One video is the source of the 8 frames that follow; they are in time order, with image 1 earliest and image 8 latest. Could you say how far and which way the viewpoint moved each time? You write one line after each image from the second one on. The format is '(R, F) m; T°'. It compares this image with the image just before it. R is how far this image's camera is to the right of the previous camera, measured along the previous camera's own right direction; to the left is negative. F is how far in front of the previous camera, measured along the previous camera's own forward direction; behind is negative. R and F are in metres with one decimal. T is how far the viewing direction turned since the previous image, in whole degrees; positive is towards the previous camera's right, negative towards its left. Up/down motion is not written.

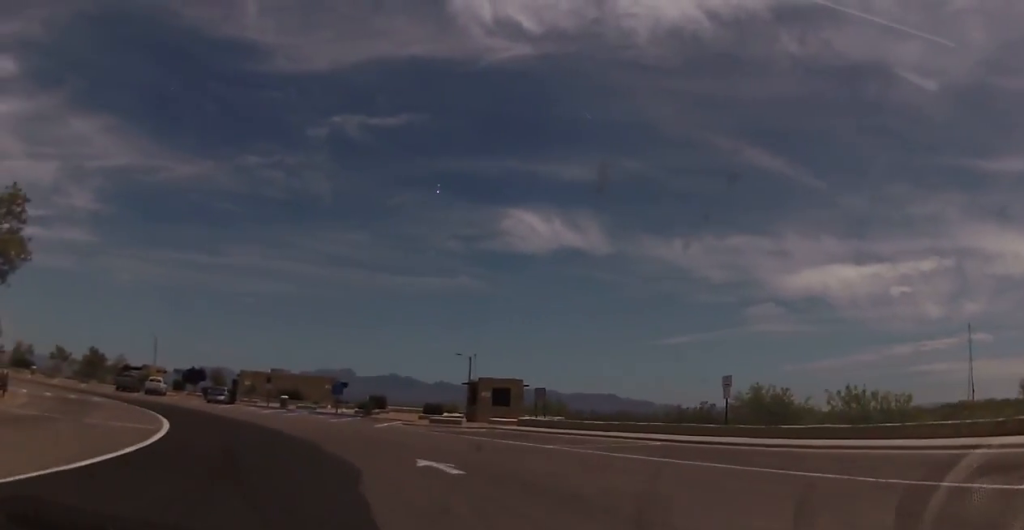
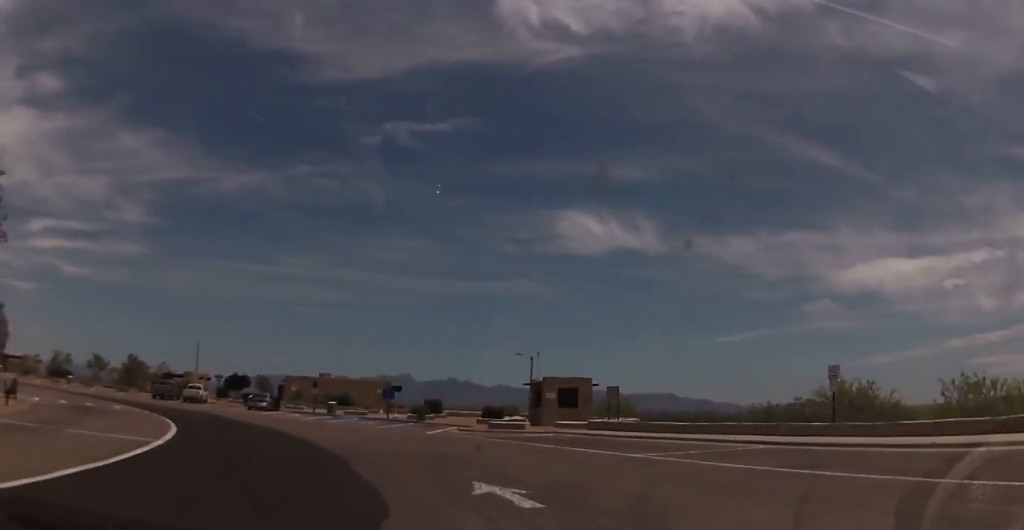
(-0.3, +3.9) m; -5°
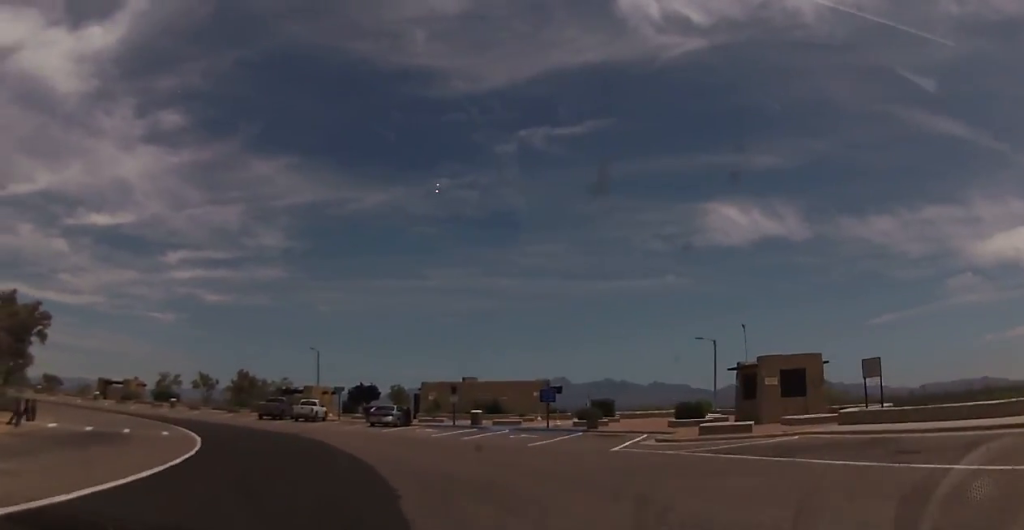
(-0.9, +10.6) m; -12°
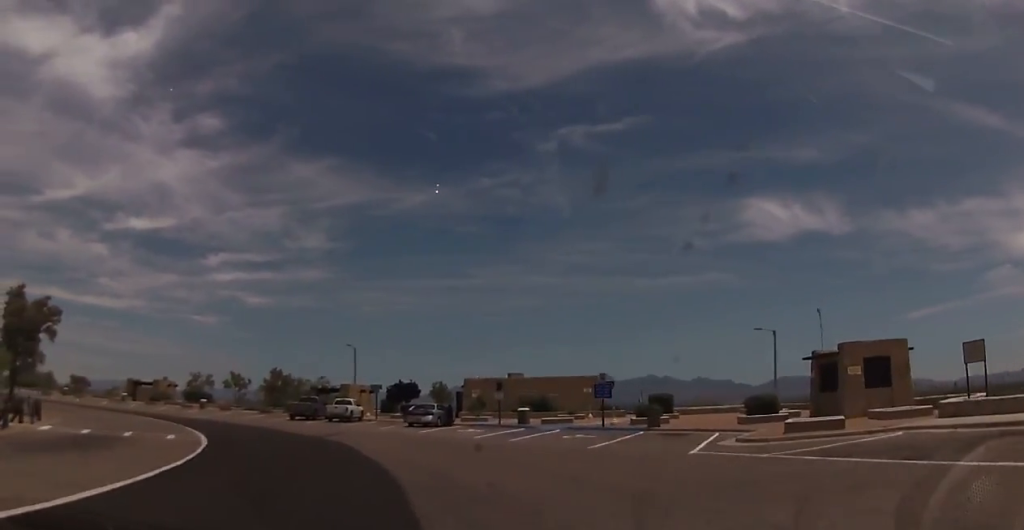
(-0.1, +3.3) m; -7°
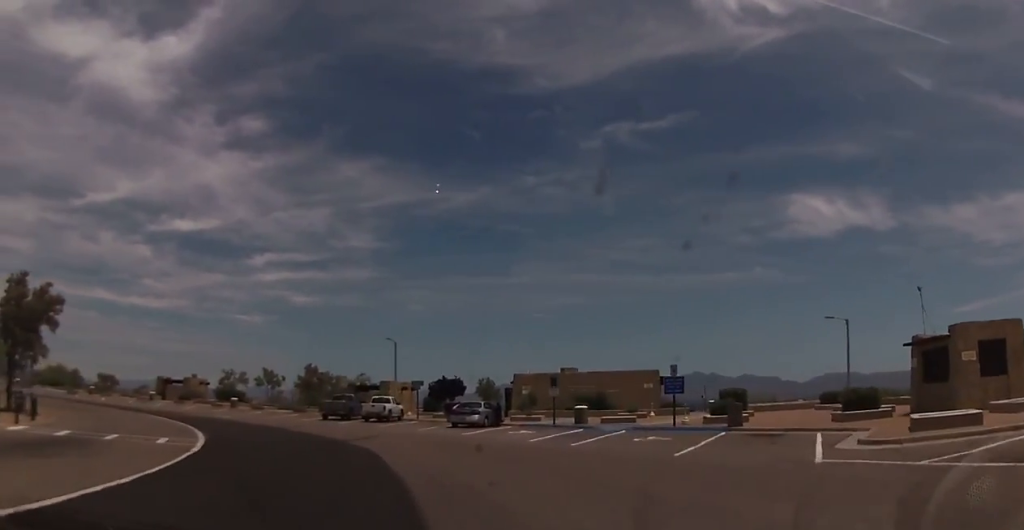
(-0.4, +4.1) m; -3°
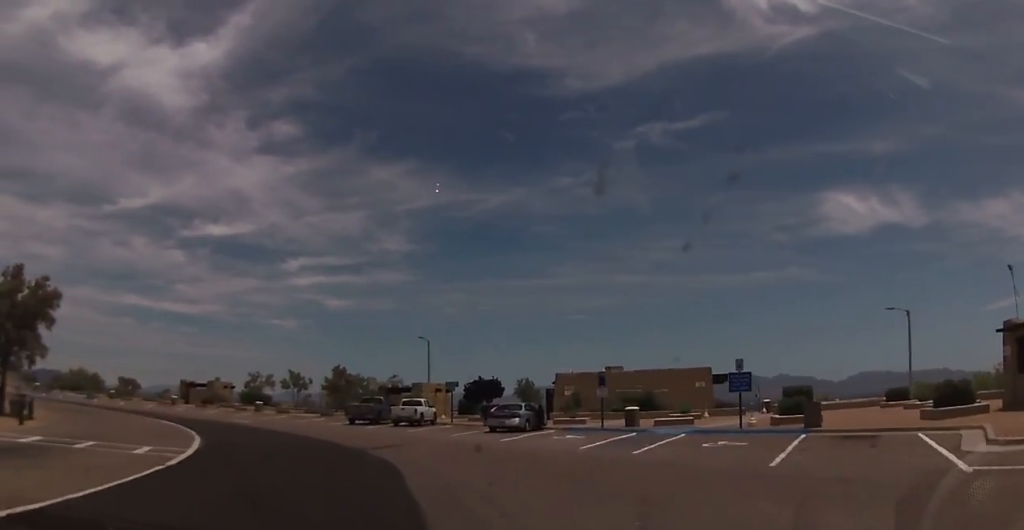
(-0.1, +3.4) m; -2°
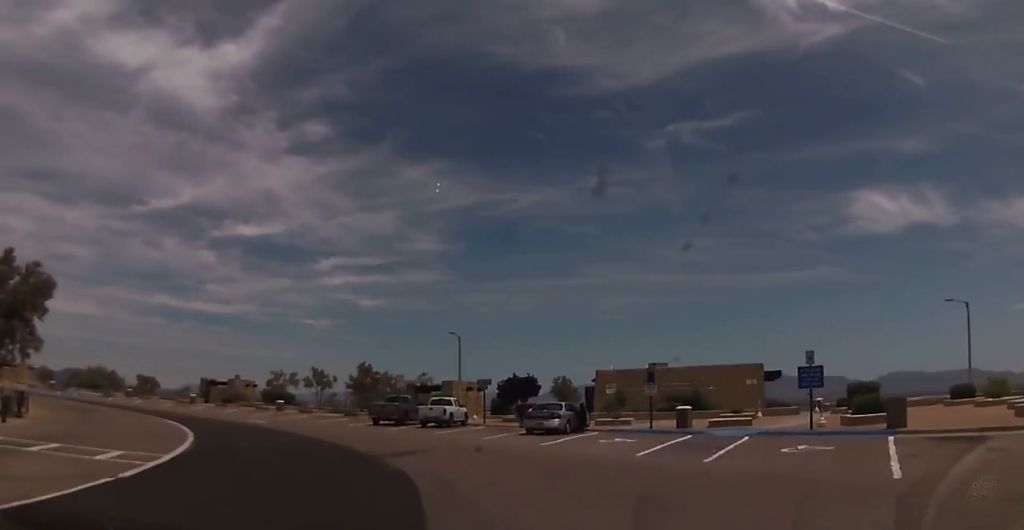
(+0.3, +3.2) m; -2°
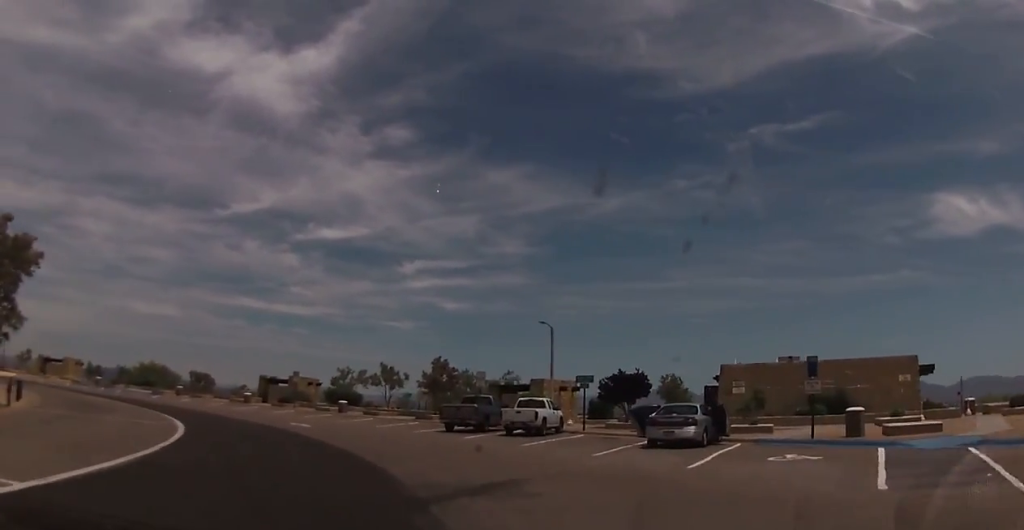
(-1.0, +7.6) m; -13°
